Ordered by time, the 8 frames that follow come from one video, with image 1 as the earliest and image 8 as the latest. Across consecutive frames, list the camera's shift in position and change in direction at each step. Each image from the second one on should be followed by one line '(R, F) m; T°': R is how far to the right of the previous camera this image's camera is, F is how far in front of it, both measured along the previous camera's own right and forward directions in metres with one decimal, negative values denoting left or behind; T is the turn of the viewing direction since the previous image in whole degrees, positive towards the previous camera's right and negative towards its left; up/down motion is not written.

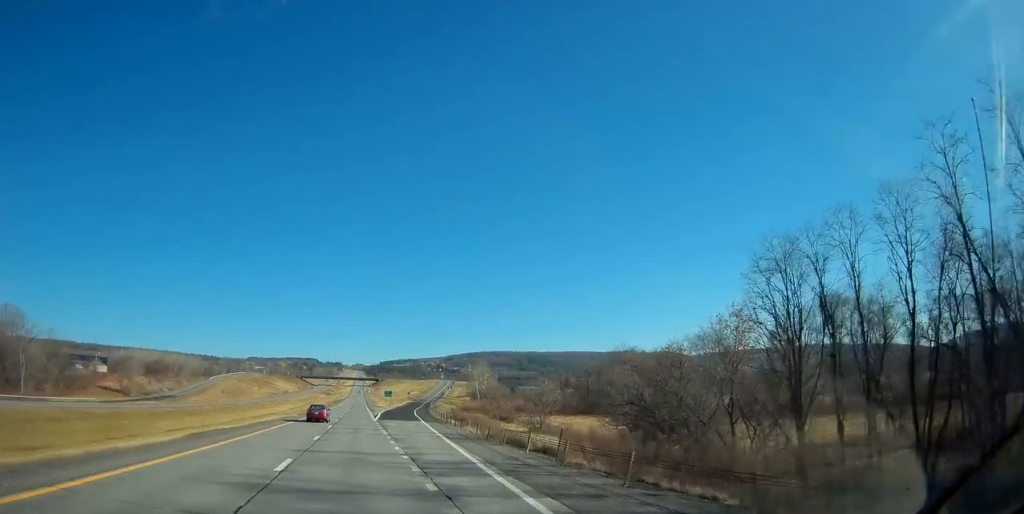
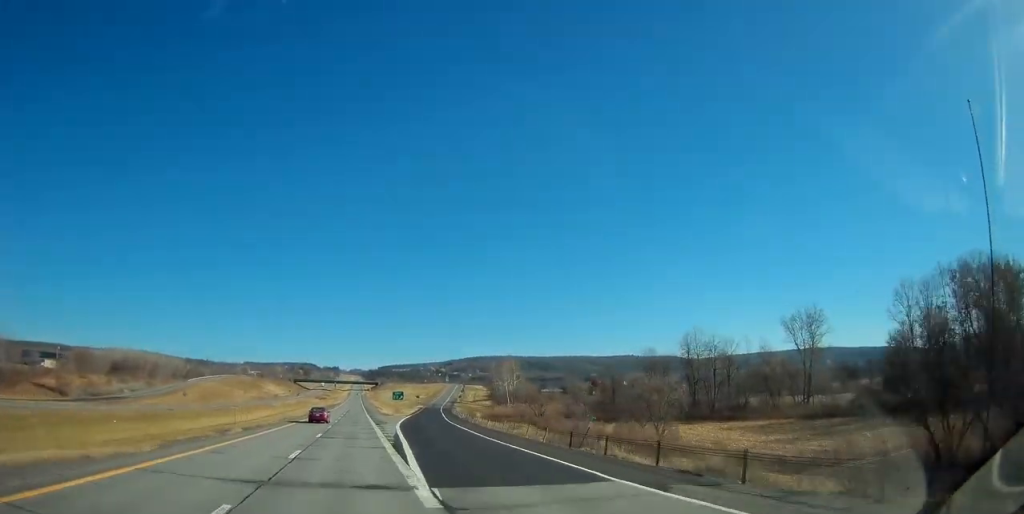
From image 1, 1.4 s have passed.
(+0.2, +43.1) m; +1°
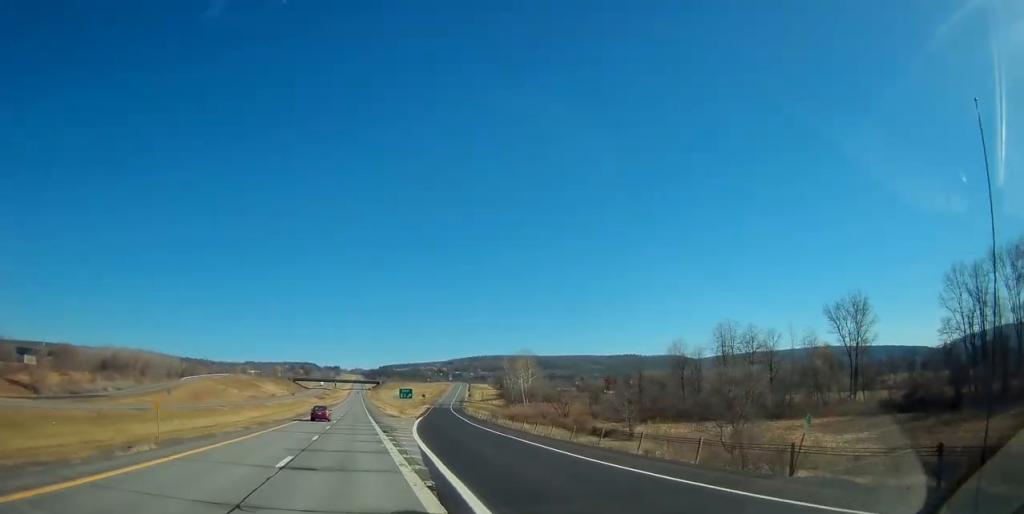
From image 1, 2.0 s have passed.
(+0.1, +15.2) m; 0°
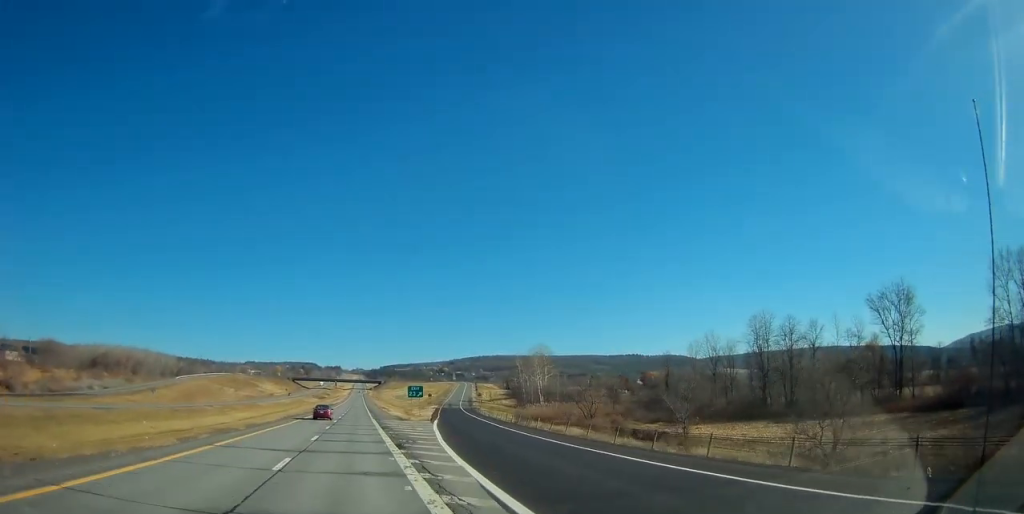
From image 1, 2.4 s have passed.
(0.0, +12.6) m; 0°
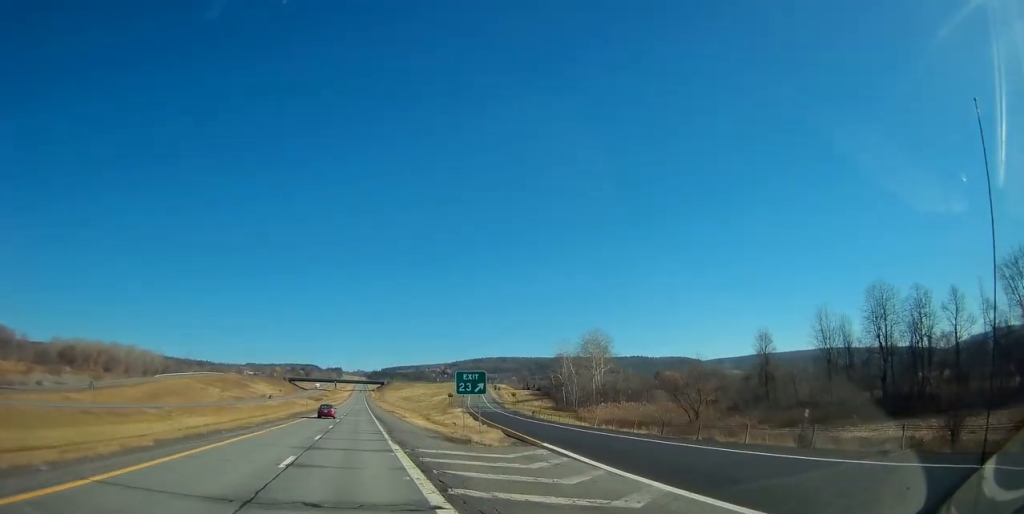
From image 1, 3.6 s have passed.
(-0.1, +32.6) m; 0°
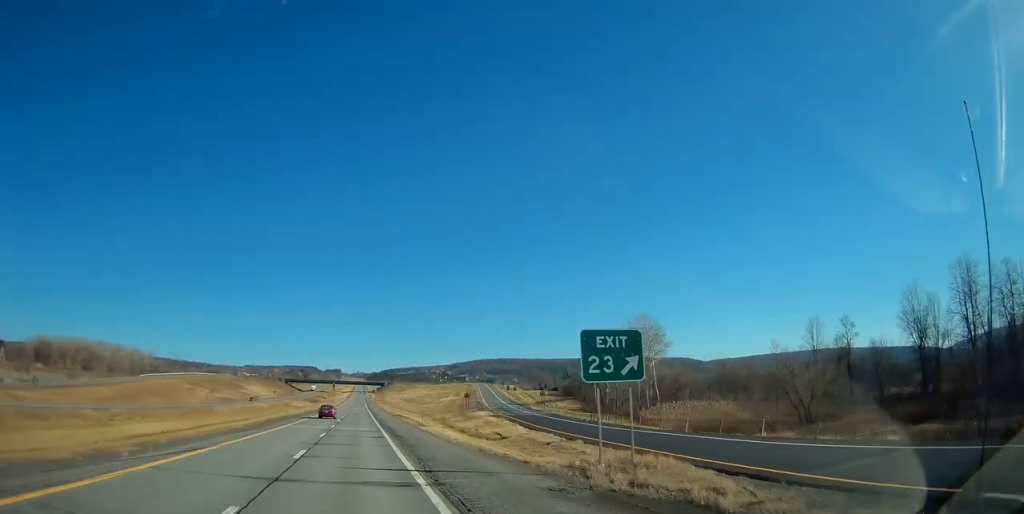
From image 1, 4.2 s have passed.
(-0.1, +19.8) m; 0°
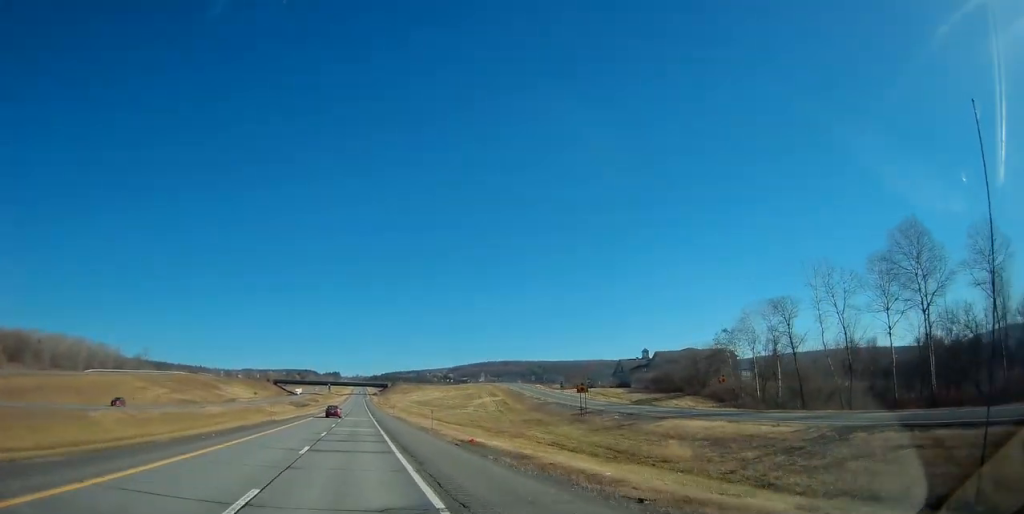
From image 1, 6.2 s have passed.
(+0.2, +62.8) m; 0°
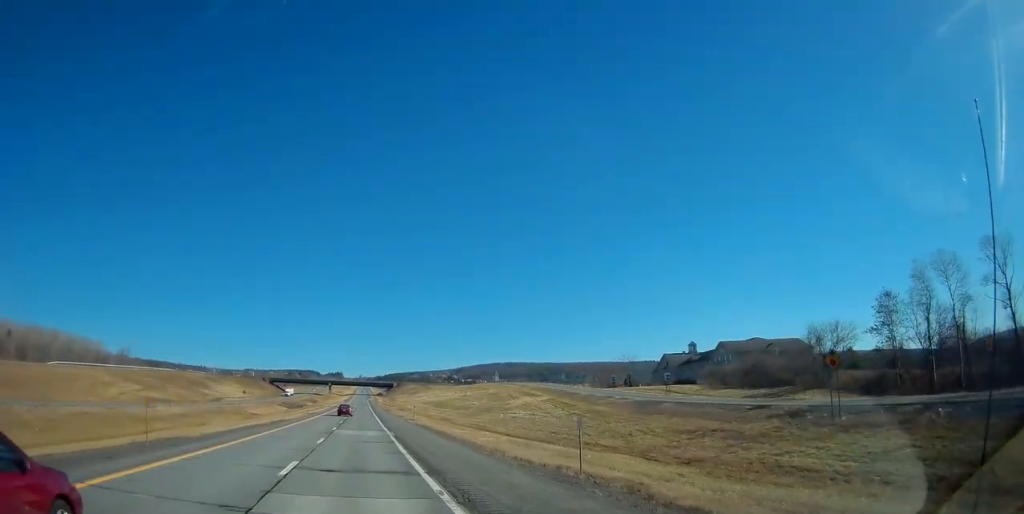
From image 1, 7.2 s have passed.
(-0.3, +32.4) m; 0°
